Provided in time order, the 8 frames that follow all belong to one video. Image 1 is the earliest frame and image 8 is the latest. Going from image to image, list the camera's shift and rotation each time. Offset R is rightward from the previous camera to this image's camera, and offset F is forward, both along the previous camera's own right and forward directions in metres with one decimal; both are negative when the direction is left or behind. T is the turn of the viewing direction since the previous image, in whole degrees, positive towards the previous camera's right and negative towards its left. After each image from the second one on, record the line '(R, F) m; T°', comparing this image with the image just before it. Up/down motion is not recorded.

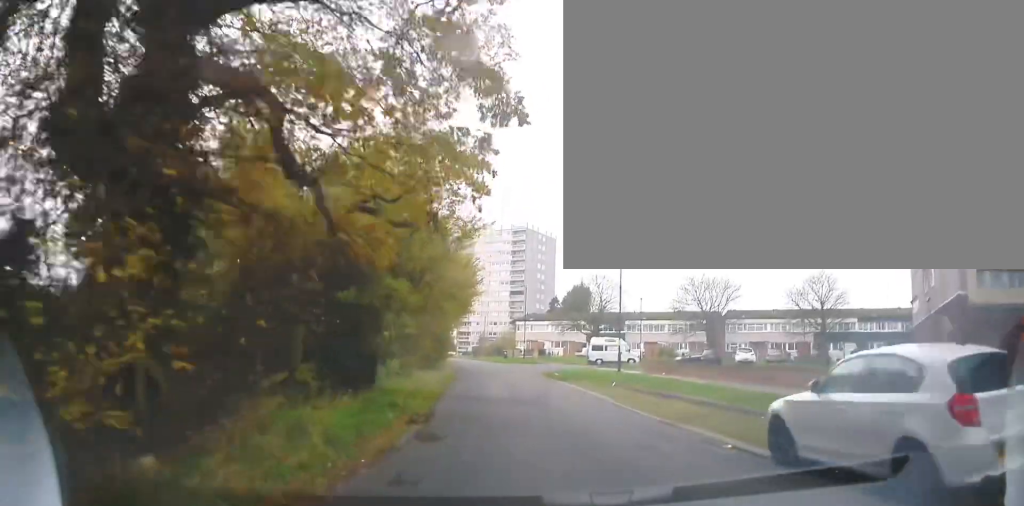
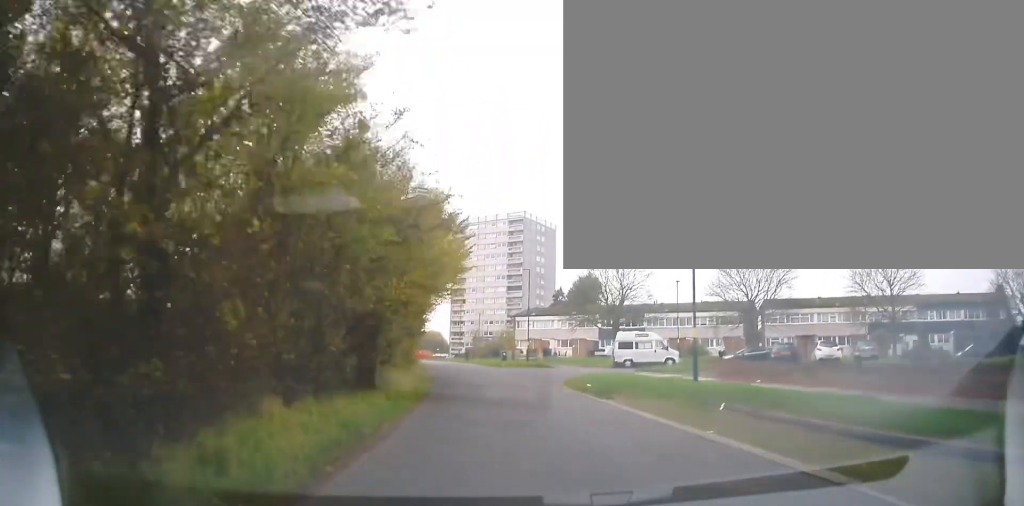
(+0.4, +12.1) m; +1°
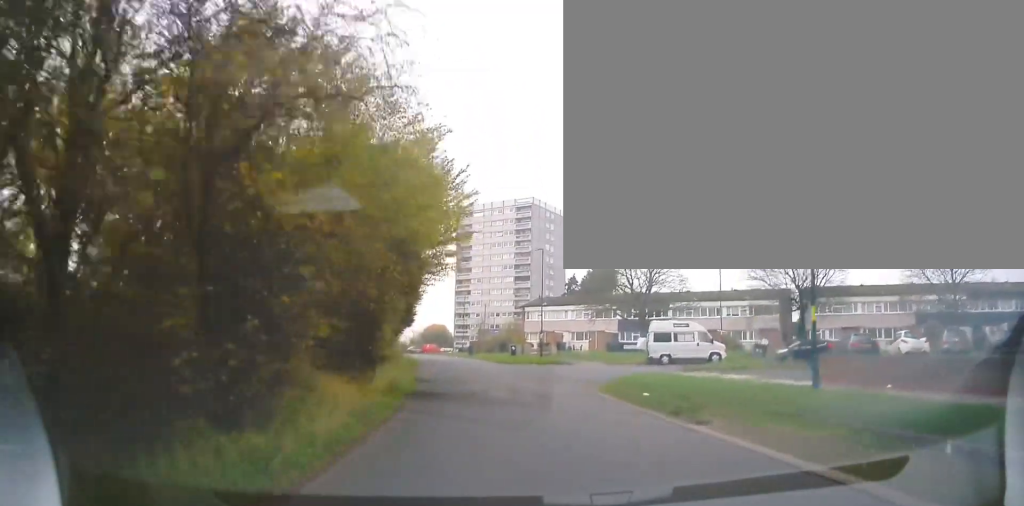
(-0.2, +7.7) m; -1°
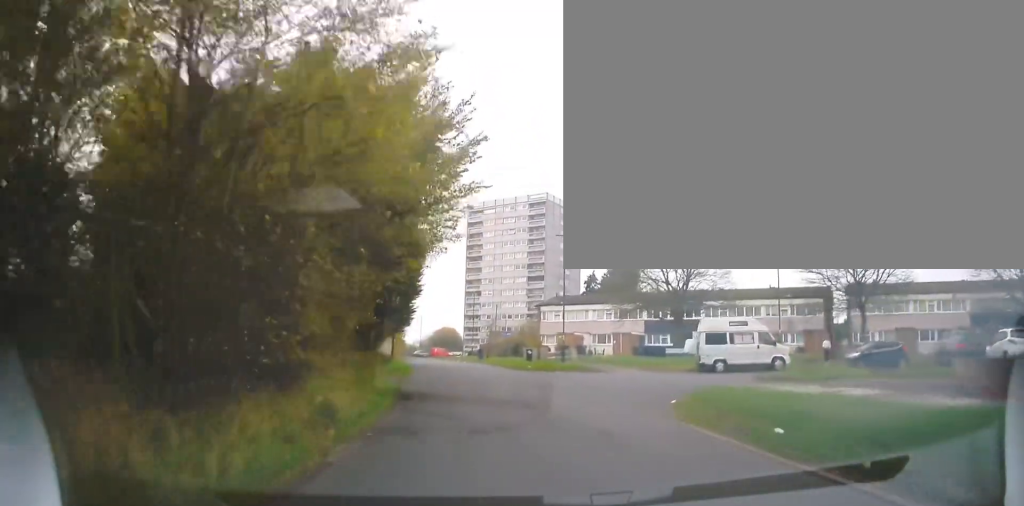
(0.0, +6.3) m; +1°
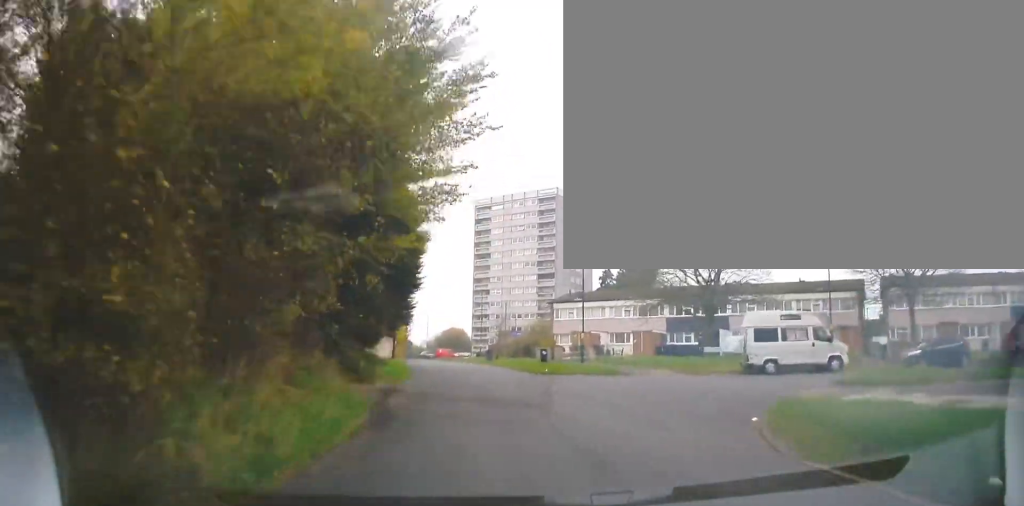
(+0.2, +4.3) m; +2°
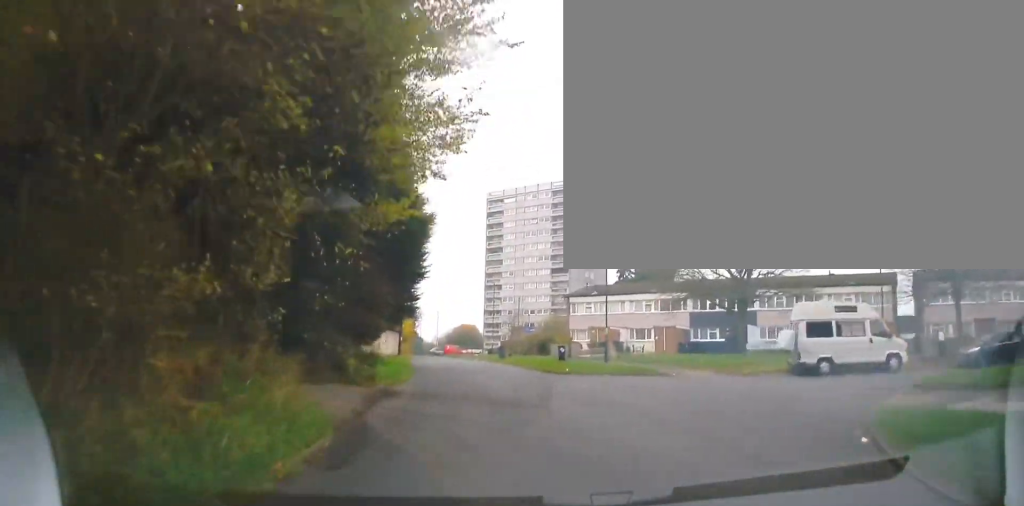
(0.0, +3.5) m; -1°
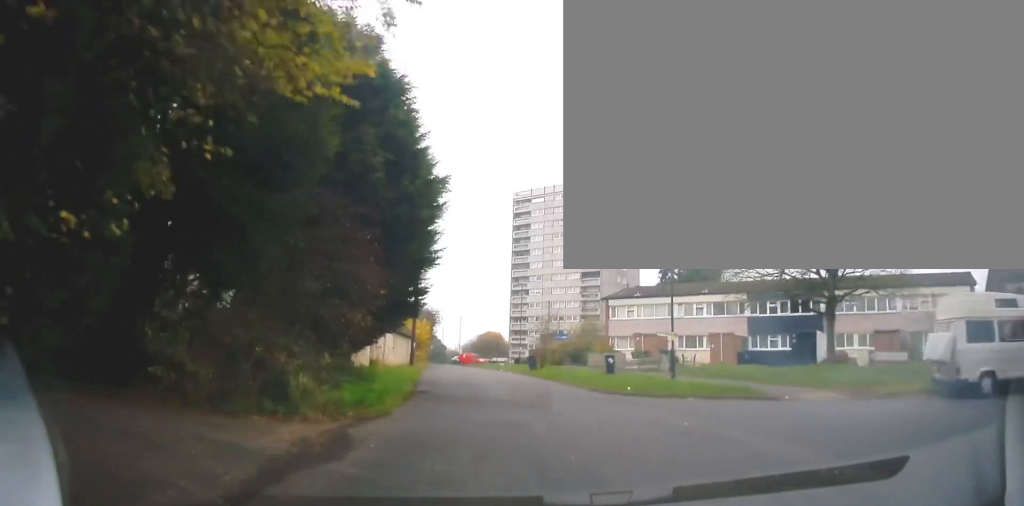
(0.0, +6.8) m; -5°
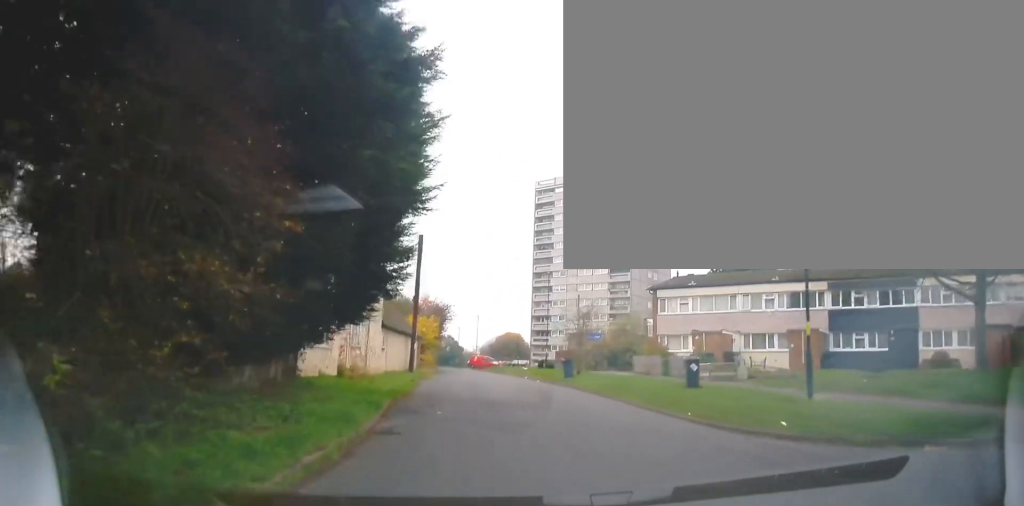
(-0.9, +9.5) m; -3°
